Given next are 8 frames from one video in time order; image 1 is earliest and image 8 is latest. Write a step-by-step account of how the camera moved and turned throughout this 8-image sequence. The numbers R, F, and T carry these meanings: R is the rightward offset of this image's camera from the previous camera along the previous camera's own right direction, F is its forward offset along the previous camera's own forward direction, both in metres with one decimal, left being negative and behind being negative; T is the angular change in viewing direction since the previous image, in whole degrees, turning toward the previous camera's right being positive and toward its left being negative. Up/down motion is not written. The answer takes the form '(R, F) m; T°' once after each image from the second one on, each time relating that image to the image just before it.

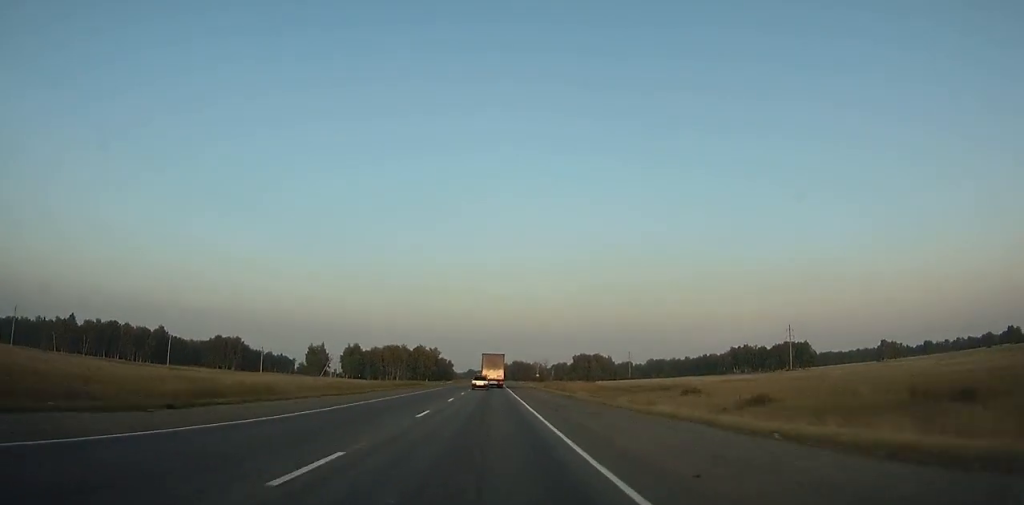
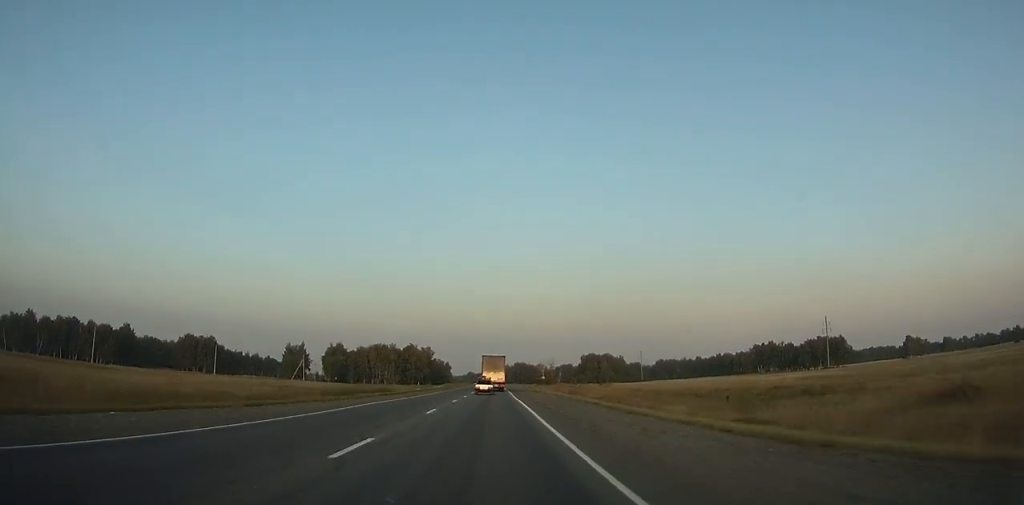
(+0.1, +34.1) m; 0°
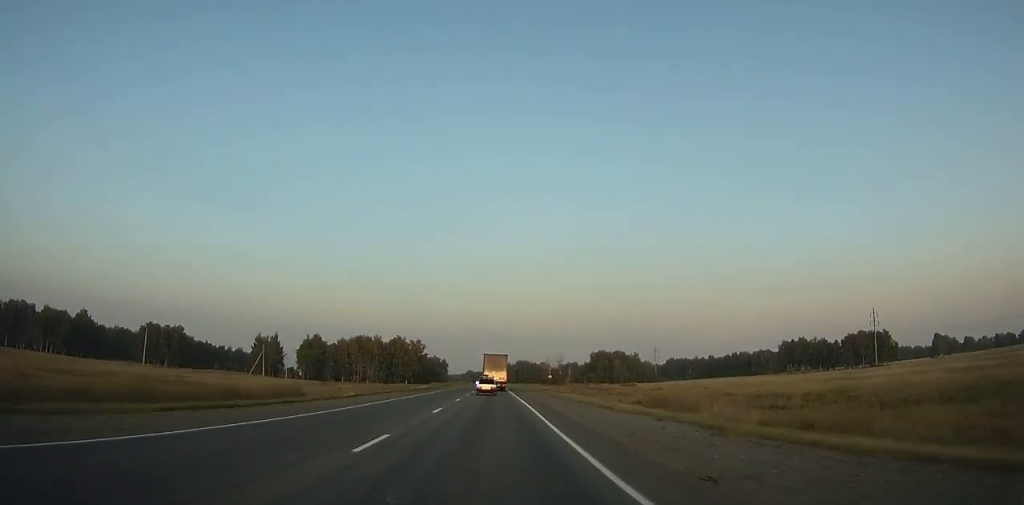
(0.0, +35.7) m; 0°
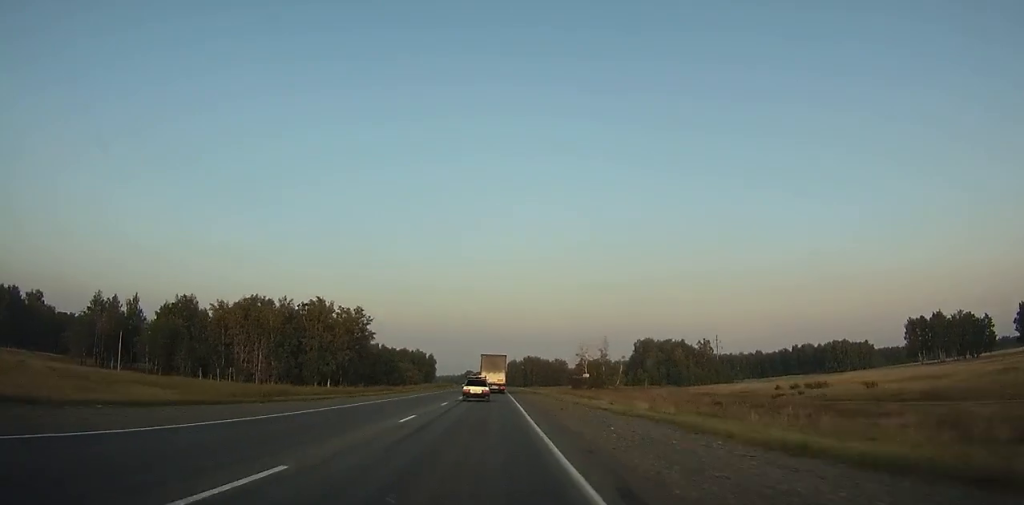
(-0.2, +100.7) m; 0°
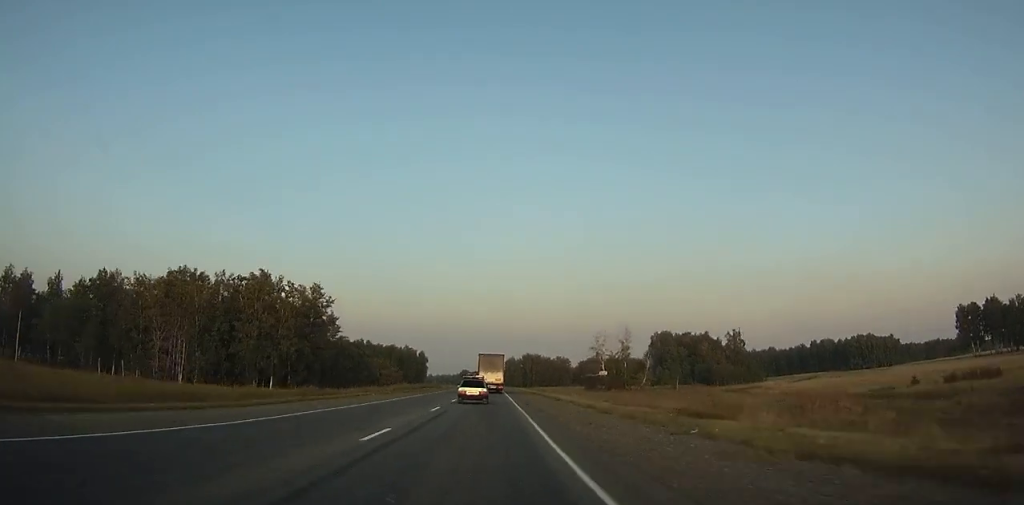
(0.0, +28.6) m; 0°
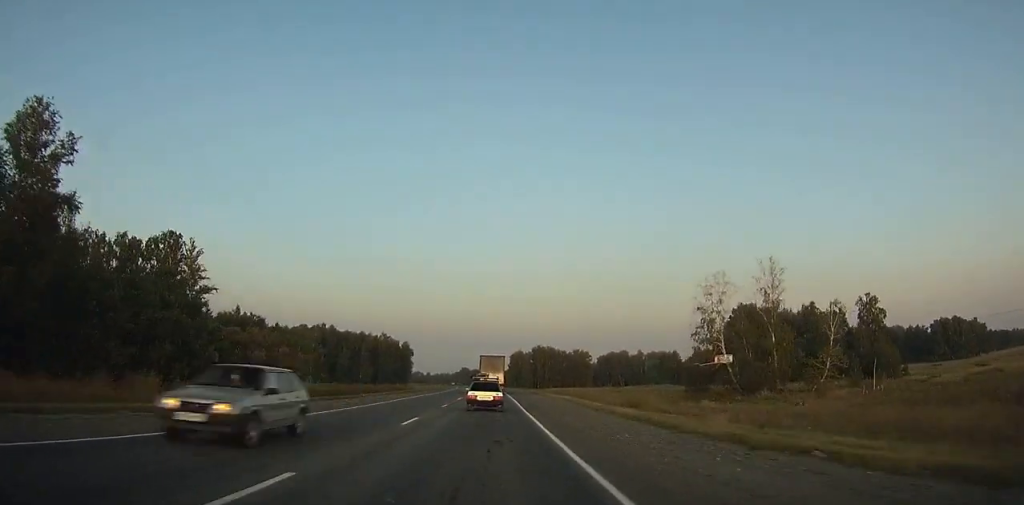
(+0.1, +67.1) m; 0°
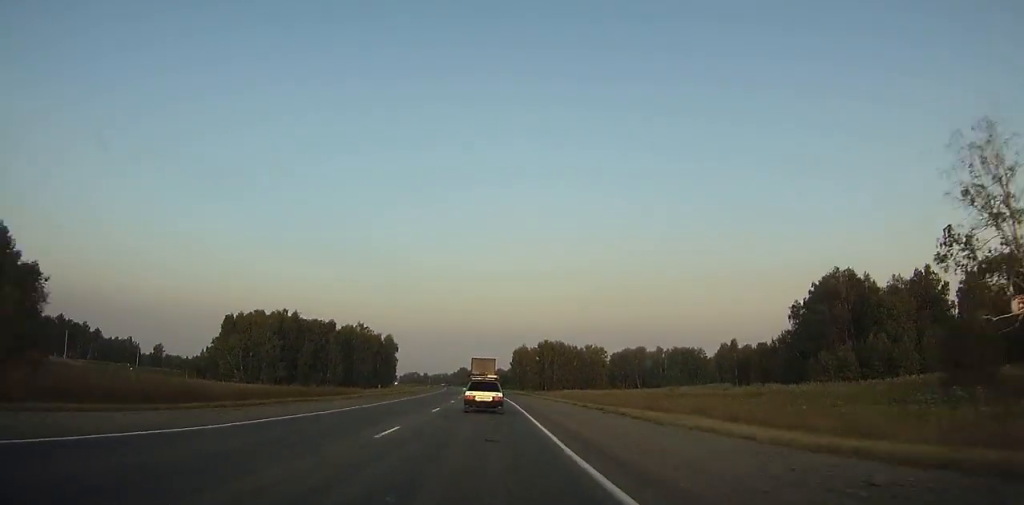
(0.0, +40.1) m; 0°
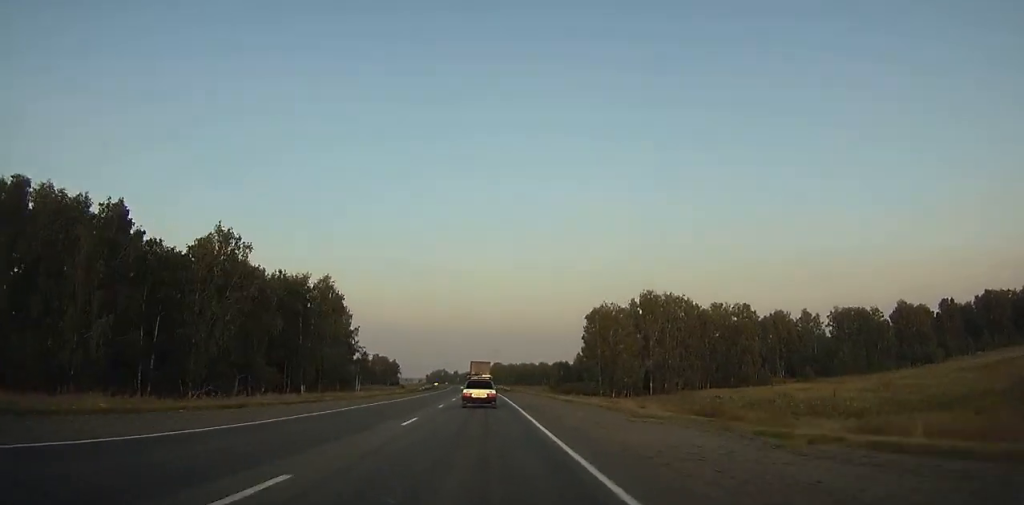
(-2.8, +117.8) m; -4°
